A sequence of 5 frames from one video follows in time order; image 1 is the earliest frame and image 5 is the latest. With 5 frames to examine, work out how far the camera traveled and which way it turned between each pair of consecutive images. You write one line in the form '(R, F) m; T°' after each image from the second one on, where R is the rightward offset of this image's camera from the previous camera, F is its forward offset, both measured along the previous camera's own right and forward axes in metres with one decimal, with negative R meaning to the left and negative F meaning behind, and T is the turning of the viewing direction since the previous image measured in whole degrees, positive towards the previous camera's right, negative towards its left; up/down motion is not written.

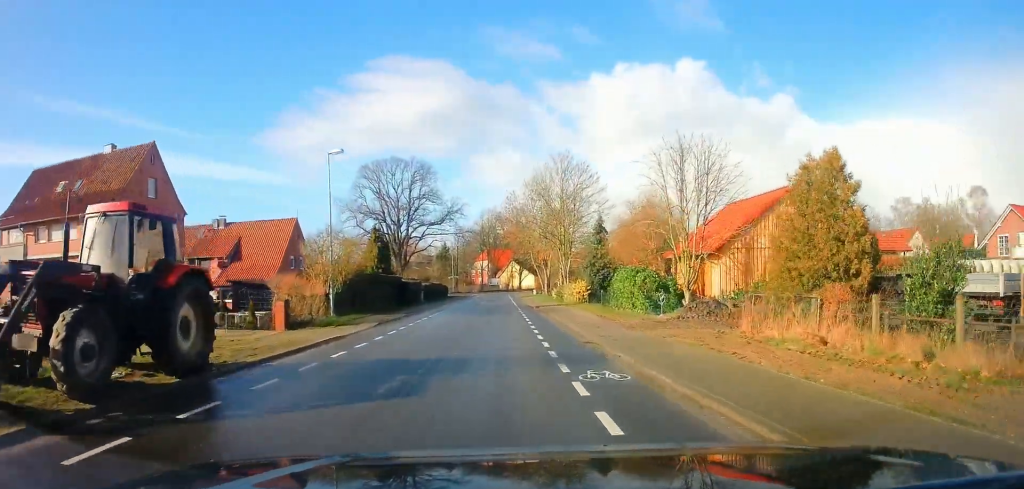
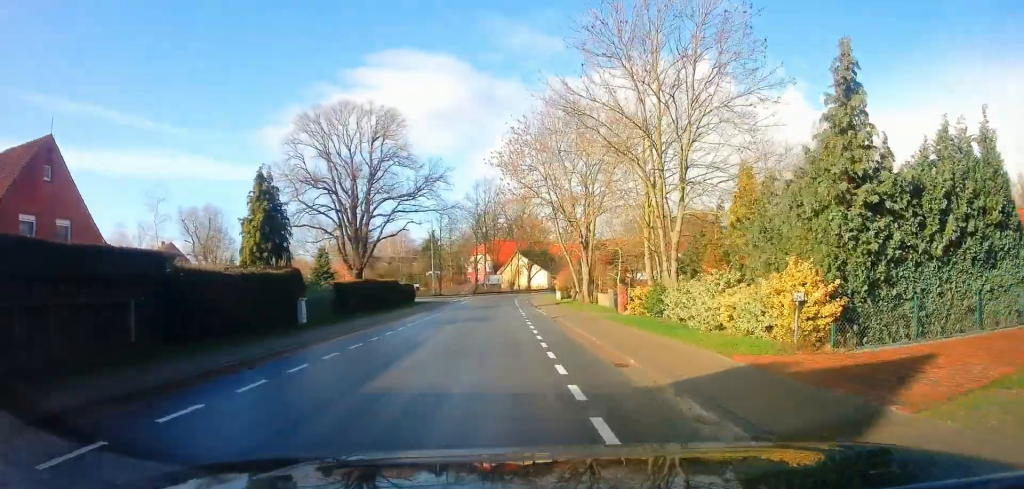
(-0.2, +31.6) m; -1°
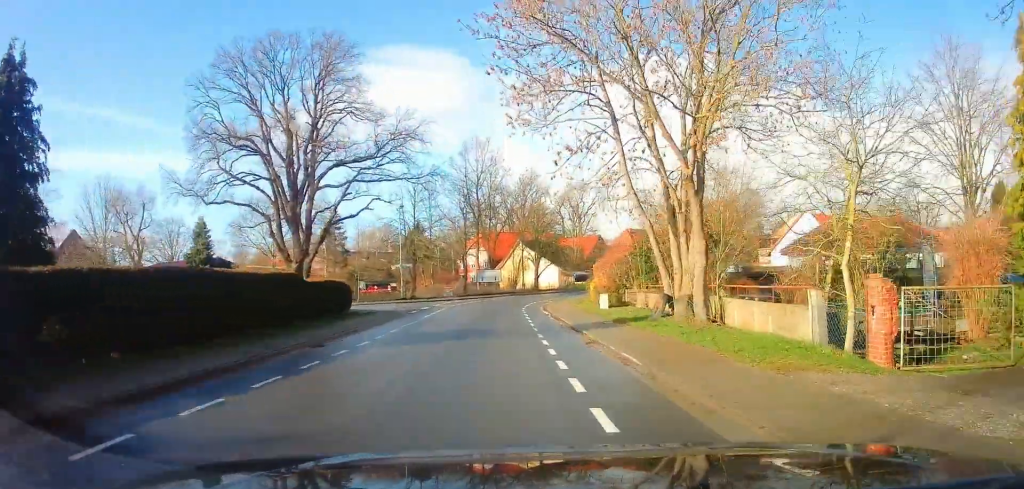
(0.0, +21.1) m; +1°
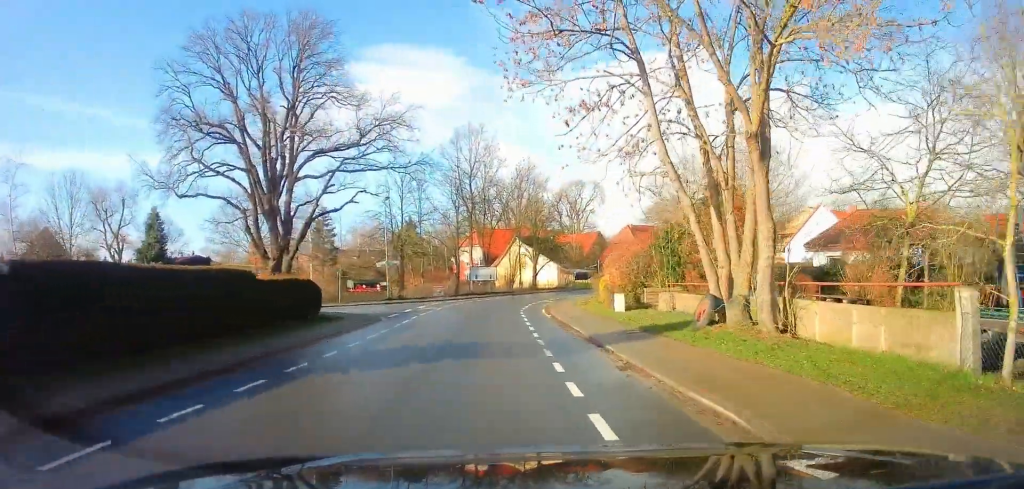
(0.0, +4.3) m; +1°
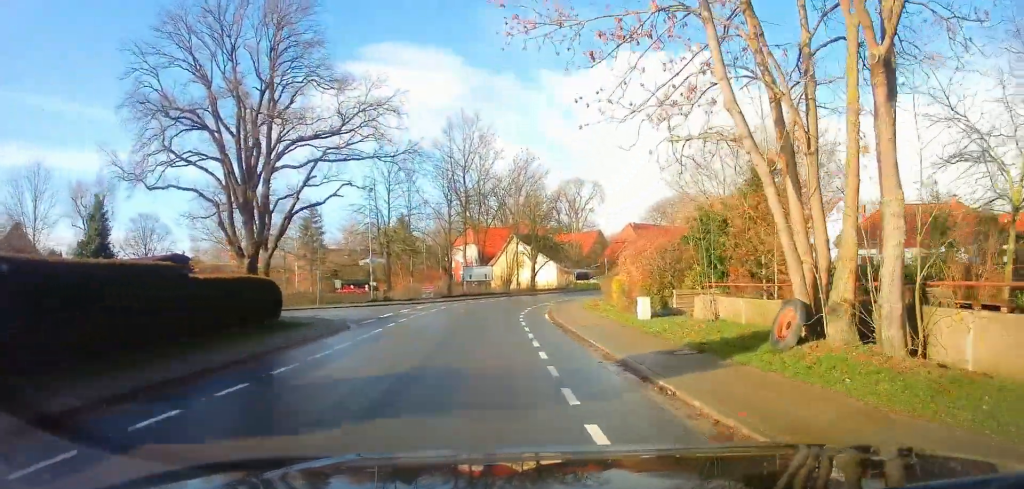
(0.0, +4.2) m; +1°
